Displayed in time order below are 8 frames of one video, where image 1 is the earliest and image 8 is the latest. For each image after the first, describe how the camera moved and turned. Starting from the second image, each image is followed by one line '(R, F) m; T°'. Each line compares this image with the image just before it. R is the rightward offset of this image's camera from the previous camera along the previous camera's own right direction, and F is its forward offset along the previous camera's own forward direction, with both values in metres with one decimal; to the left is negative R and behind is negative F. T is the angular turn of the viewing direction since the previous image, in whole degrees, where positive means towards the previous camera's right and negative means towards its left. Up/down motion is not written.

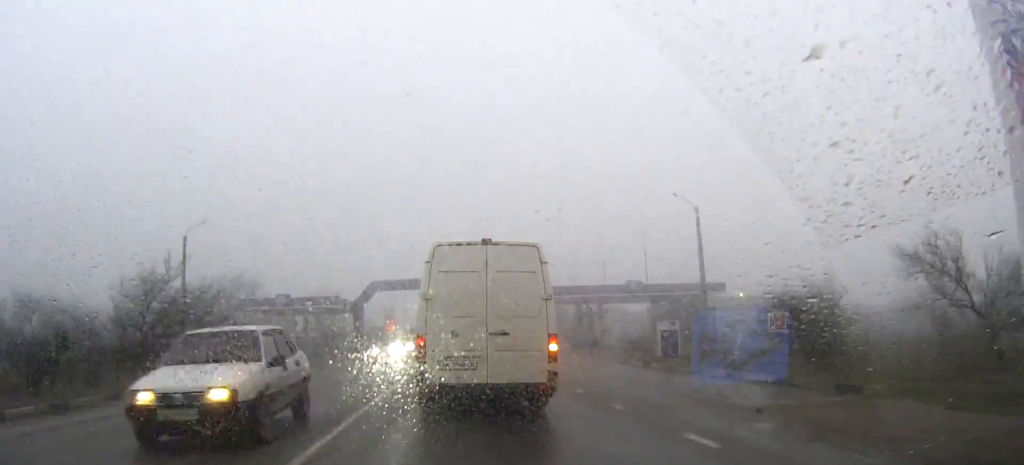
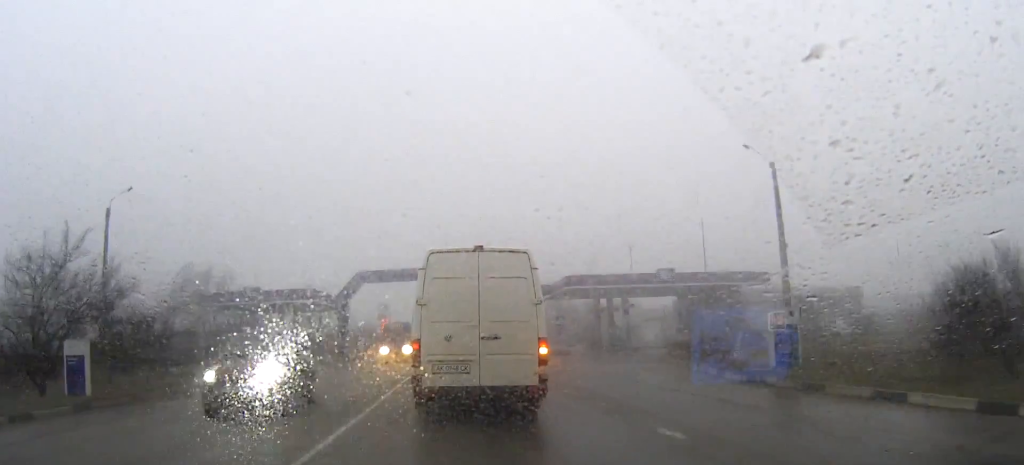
(+0.1, +11.4) m; 0°
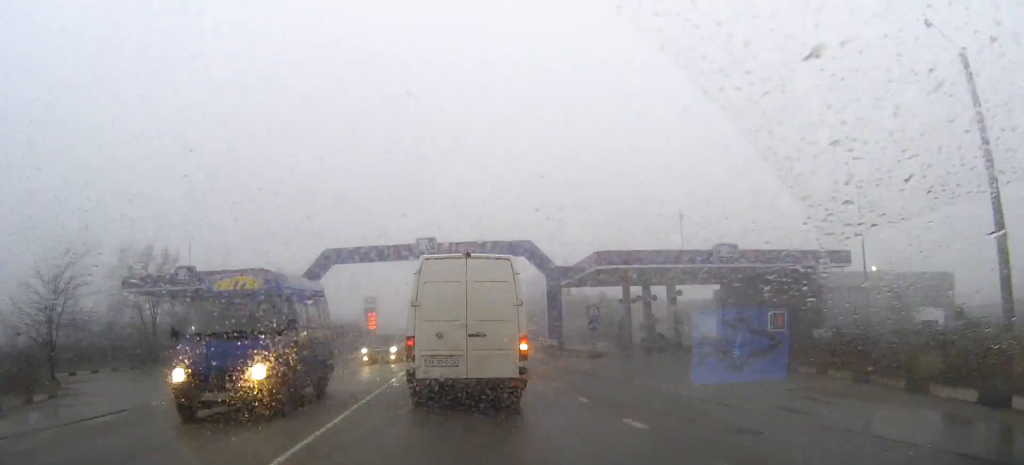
(-0.1, +15.5) m; -1°
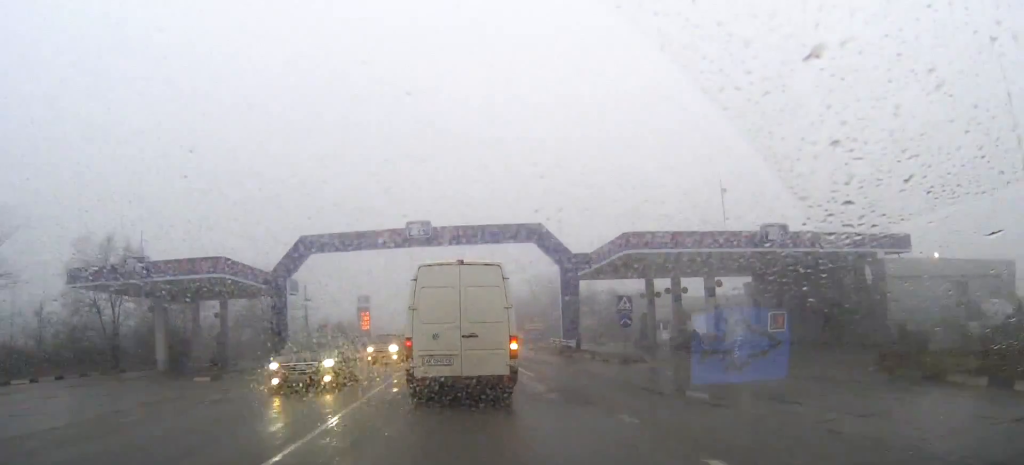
(0.0, +8.1) m; 0°
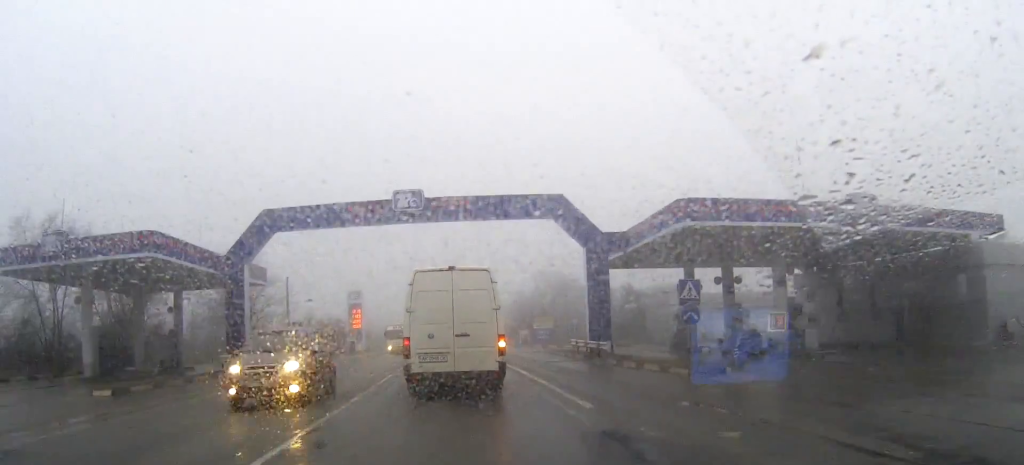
(0.0, +9.7) m; 0°
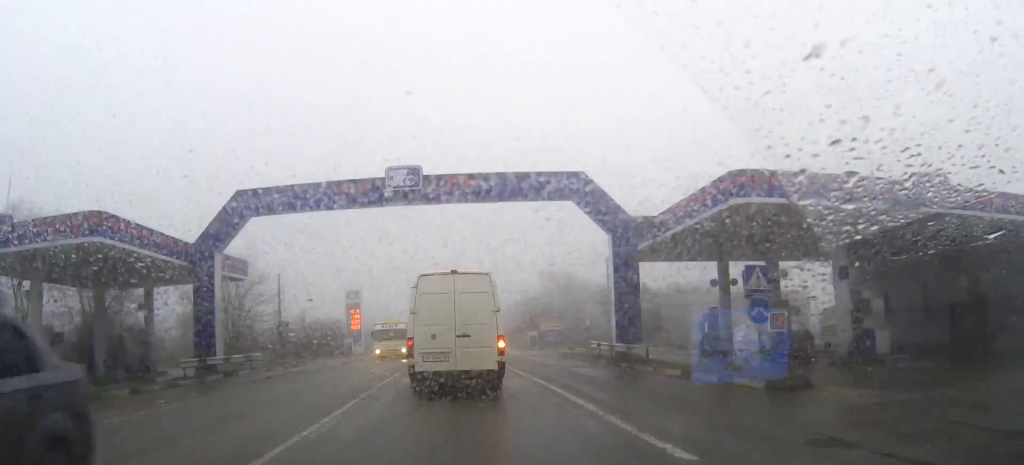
(0.0, +5.4) m; 0°
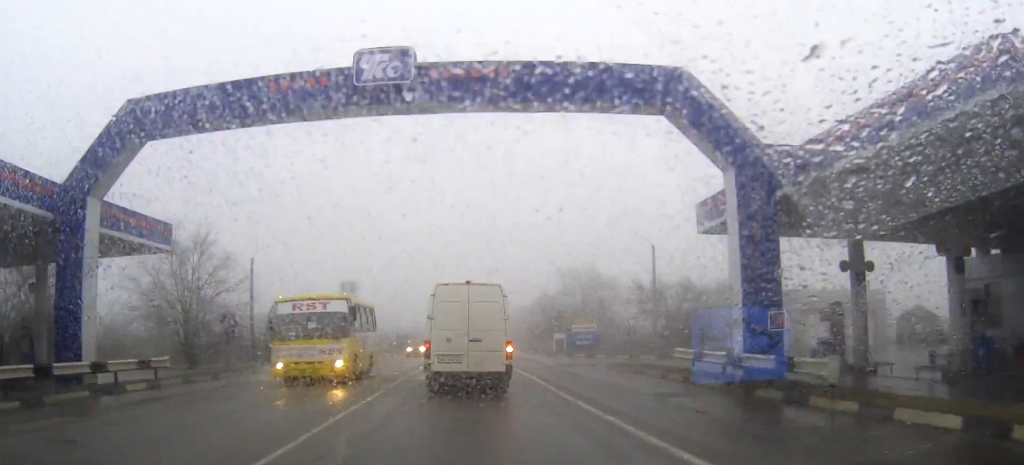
(0.0, +13.0) m; 0°
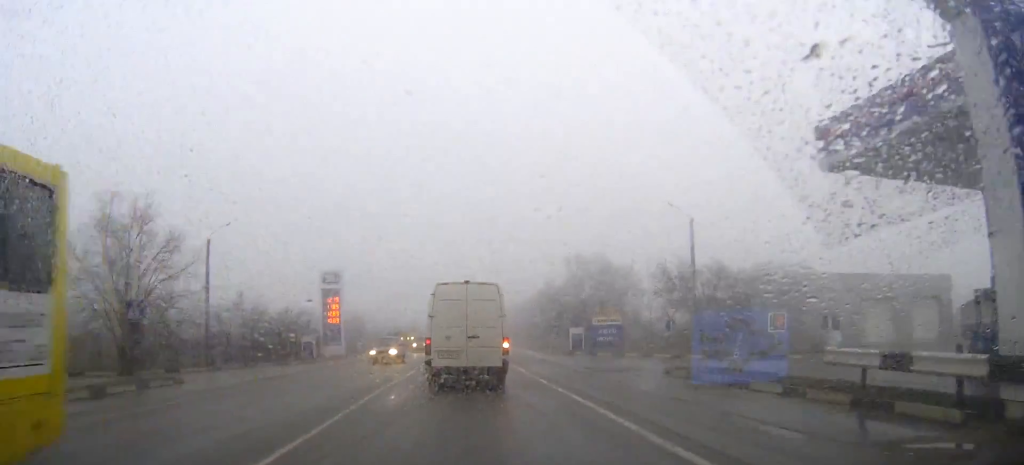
(0.0, +9.7) m; 0°
